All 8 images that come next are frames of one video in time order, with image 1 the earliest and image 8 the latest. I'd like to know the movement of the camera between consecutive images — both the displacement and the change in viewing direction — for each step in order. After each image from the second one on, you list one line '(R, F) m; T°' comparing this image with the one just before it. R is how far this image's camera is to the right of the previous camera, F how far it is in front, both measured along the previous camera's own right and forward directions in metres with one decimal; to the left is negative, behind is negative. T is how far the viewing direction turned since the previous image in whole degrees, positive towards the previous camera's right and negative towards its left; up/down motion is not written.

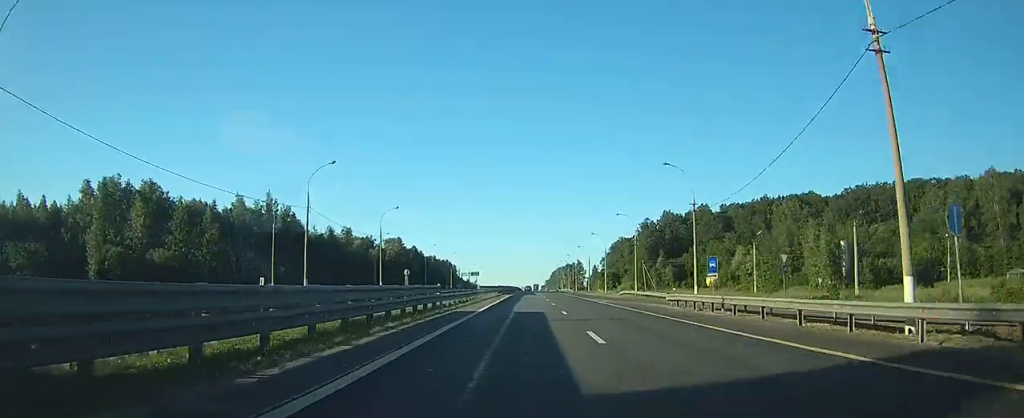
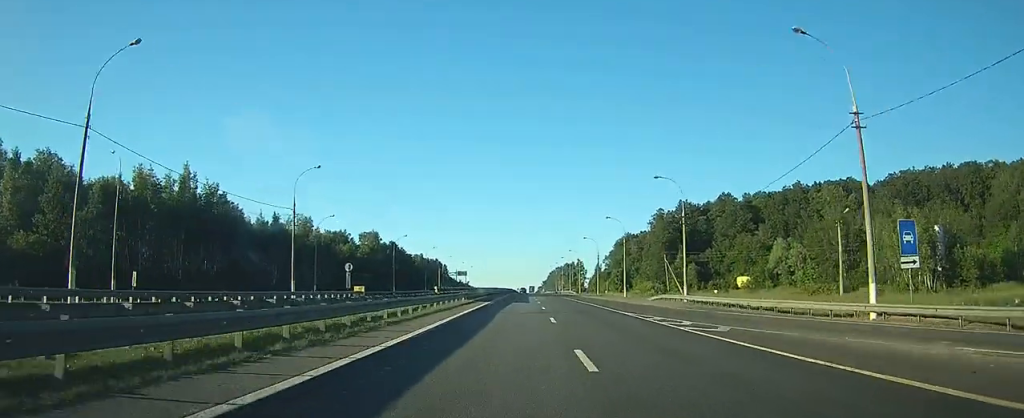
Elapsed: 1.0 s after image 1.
(+0.5, +28.5) m; +1°
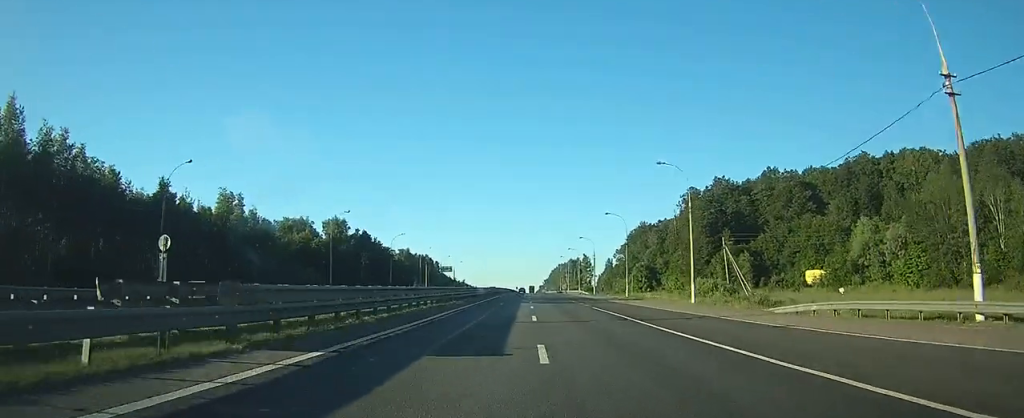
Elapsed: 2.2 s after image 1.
(+0.2, +36.4) m; 0°
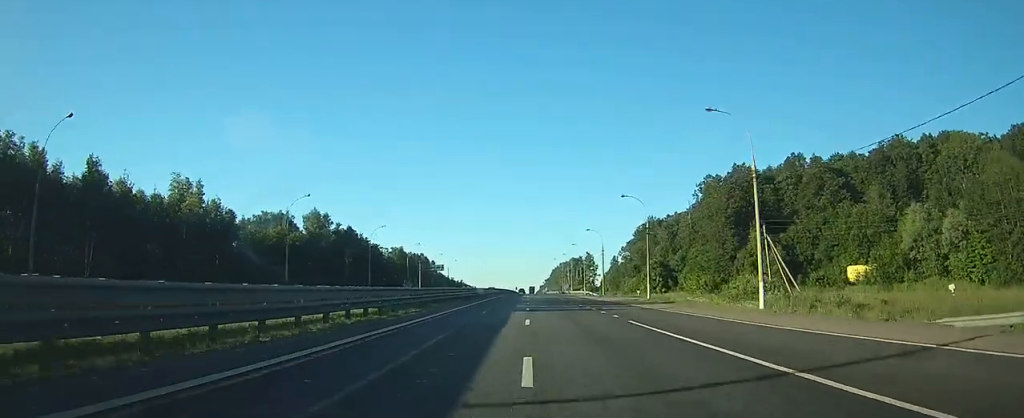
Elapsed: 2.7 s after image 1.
(-0.1, +14.8) m; 0°
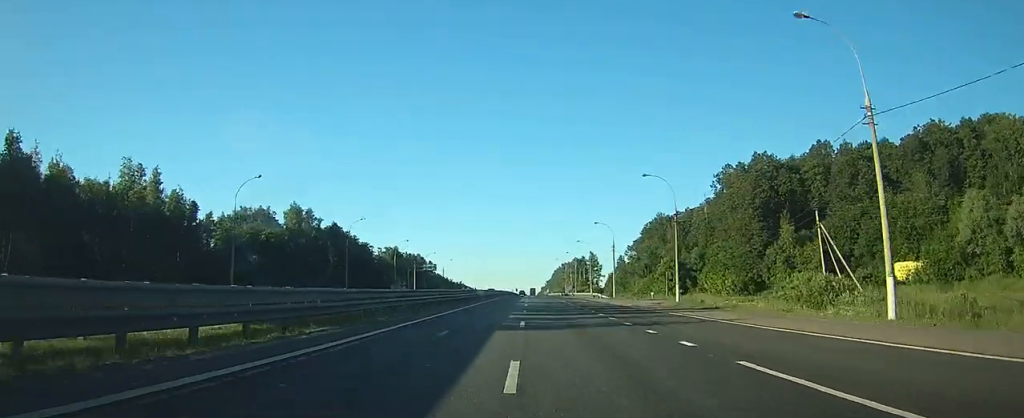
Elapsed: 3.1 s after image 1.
(0.0, +12.7) m; 0°
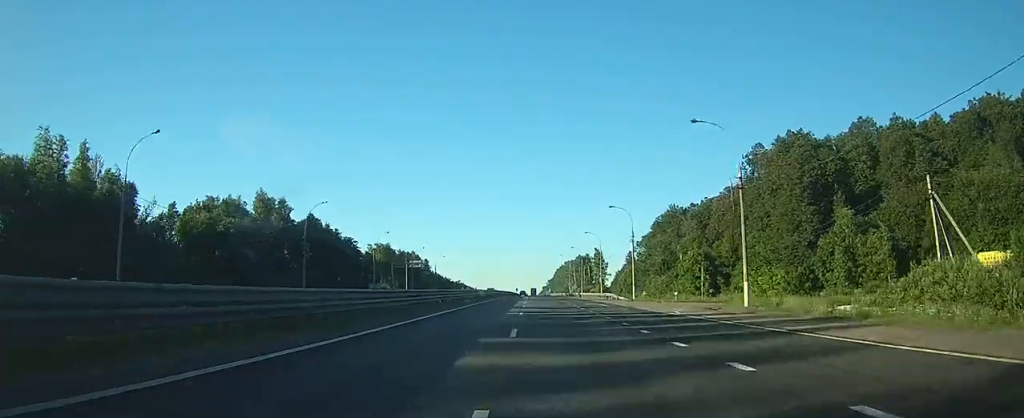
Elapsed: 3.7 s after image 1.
(0.0, +16.6) m; 0°
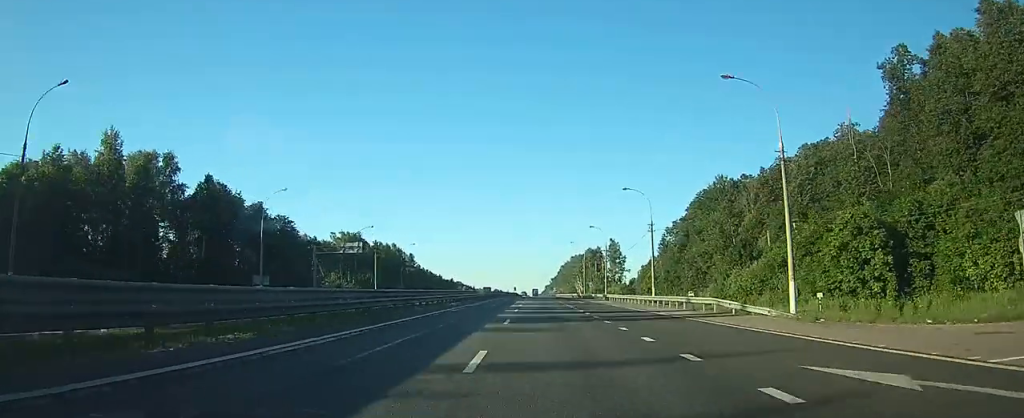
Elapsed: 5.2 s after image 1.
(+0.1, +43.5) m; 0°
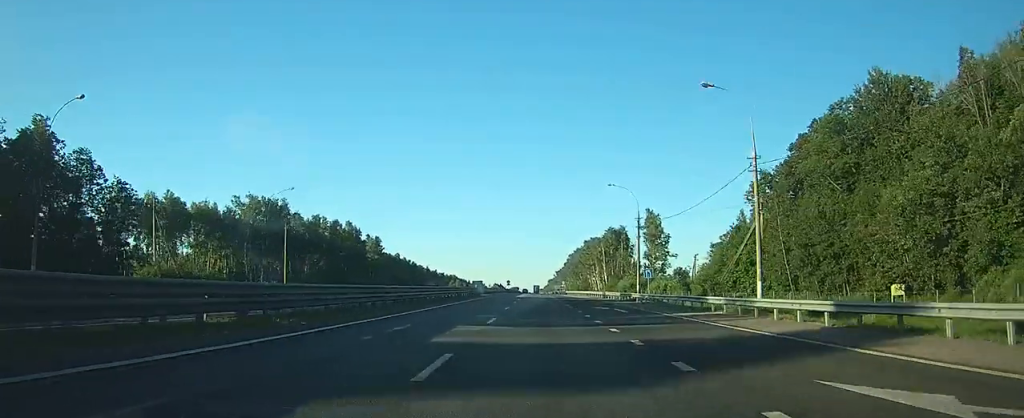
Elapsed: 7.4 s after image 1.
(-0.2, +62.3) m; -1°
